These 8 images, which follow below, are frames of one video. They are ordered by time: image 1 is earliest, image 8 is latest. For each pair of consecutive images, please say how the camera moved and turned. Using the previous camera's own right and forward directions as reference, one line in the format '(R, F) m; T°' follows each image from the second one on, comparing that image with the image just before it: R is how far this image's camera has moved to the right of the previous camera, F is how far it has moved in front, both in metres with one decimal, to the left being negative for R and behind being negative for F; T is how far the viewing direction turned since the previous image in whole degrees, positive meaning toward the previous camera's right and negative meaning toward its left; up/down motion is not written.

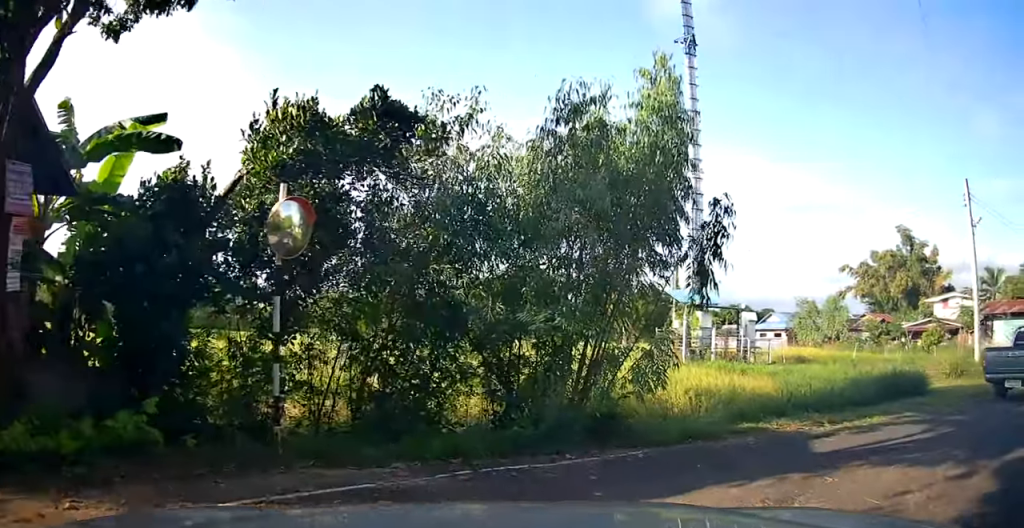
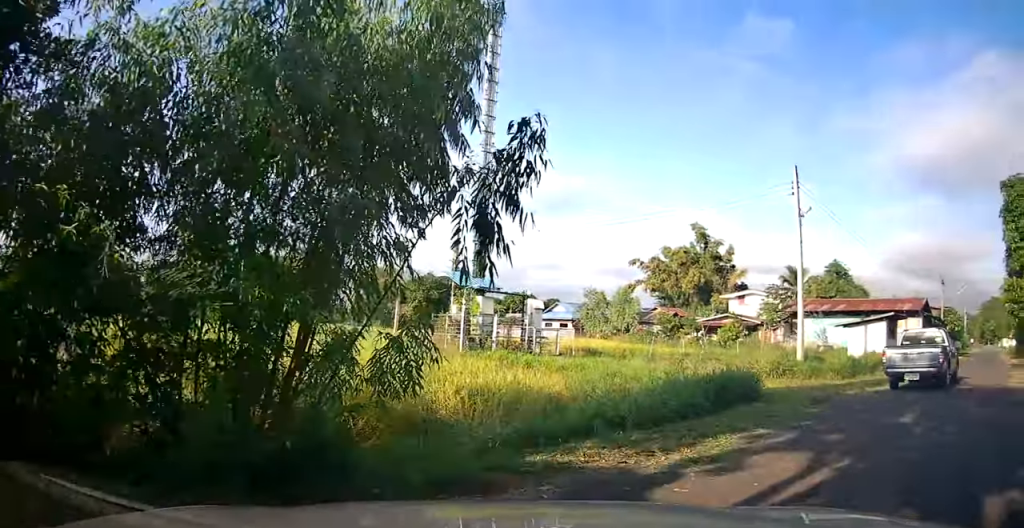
(+1.0, +3.0) m; +30°
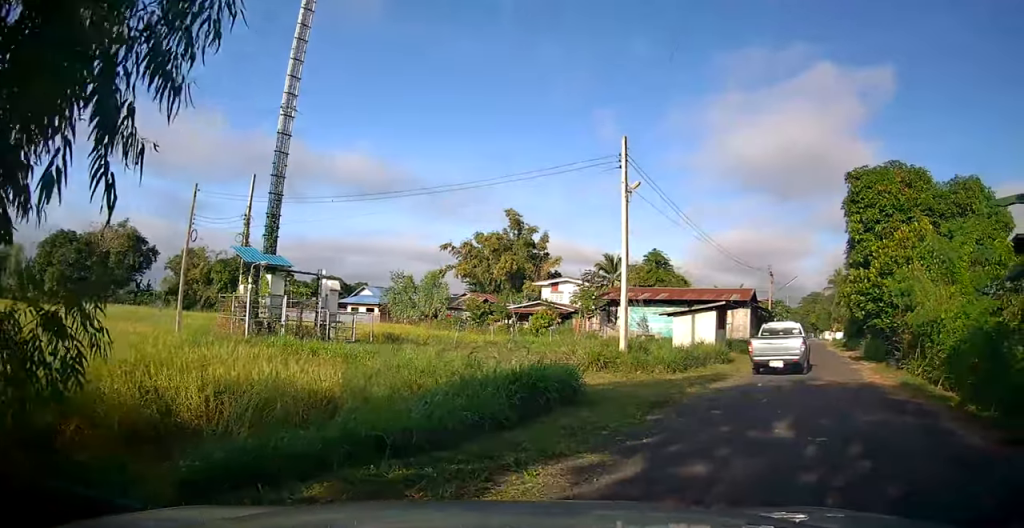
(+0.5, +2.6) m; +18°
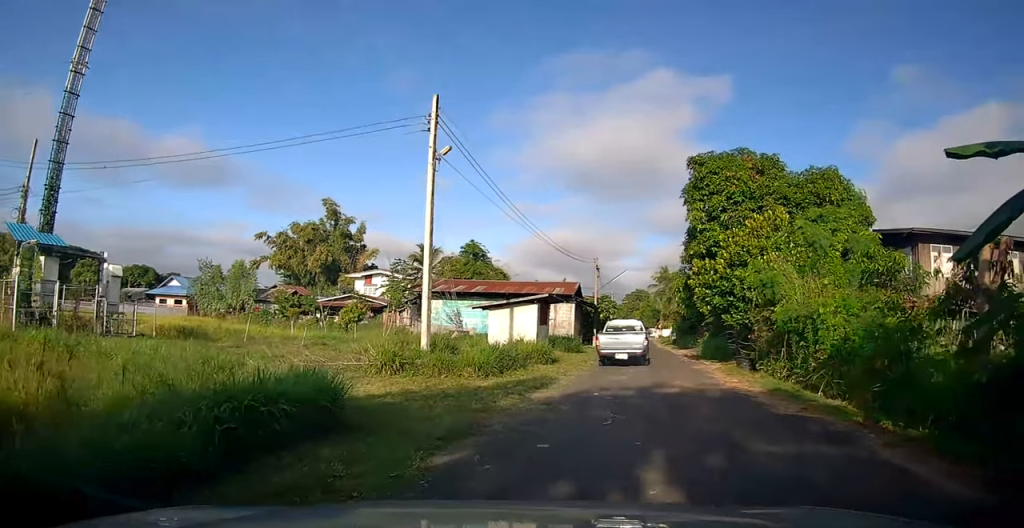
(+0.5, +3.2) m; +15°
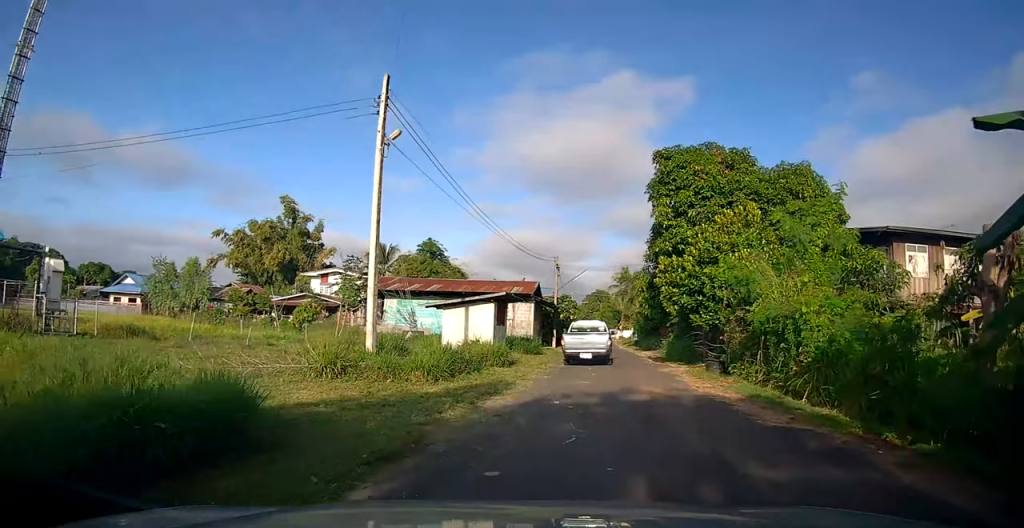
(+0.1, +1.3) m; +4°
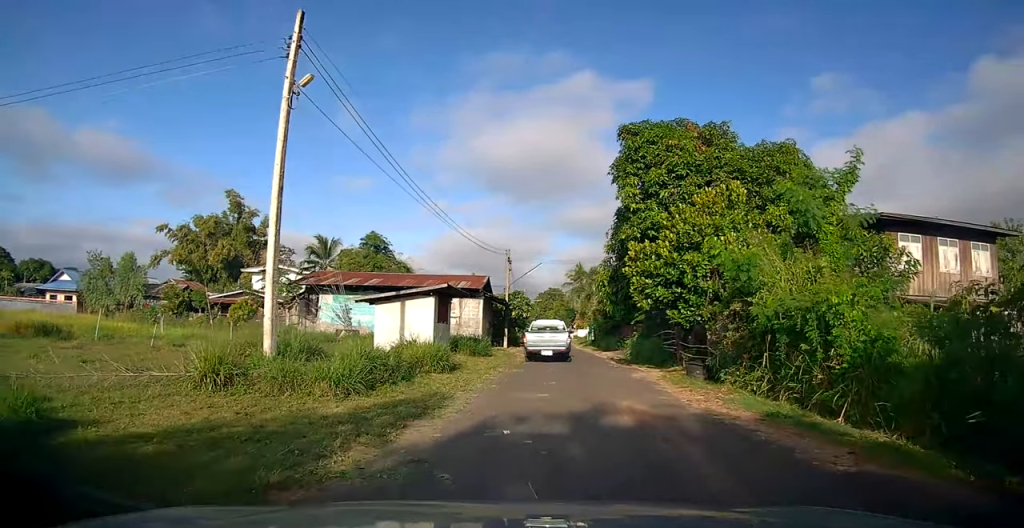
(+0.1, +3.2) m; +3°
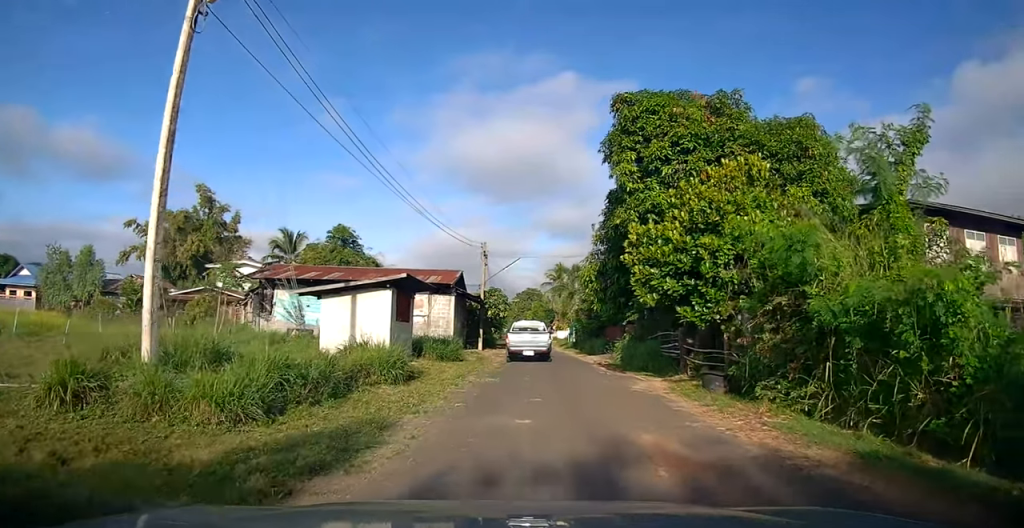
(+0.1, +3.1) m; +3°
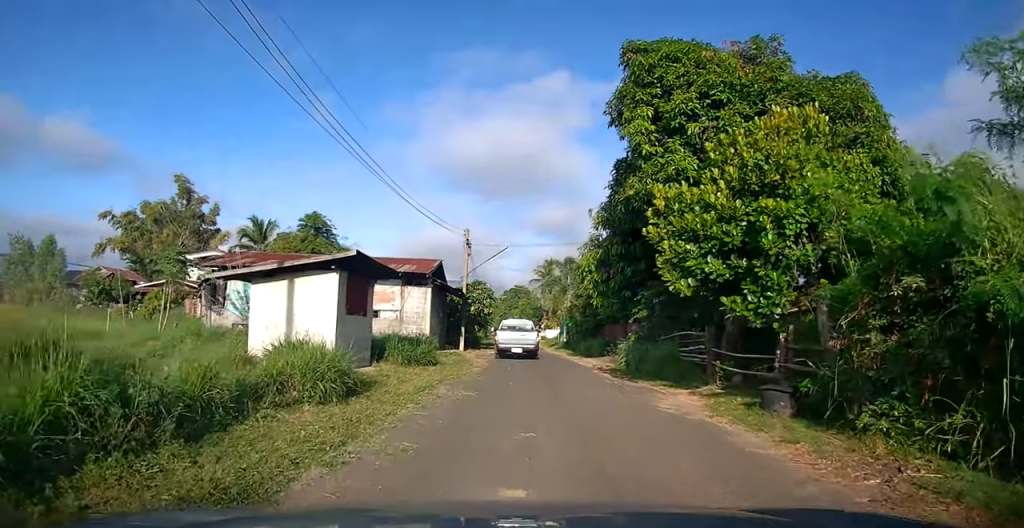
(+0.1, +3.4) m; 0°
